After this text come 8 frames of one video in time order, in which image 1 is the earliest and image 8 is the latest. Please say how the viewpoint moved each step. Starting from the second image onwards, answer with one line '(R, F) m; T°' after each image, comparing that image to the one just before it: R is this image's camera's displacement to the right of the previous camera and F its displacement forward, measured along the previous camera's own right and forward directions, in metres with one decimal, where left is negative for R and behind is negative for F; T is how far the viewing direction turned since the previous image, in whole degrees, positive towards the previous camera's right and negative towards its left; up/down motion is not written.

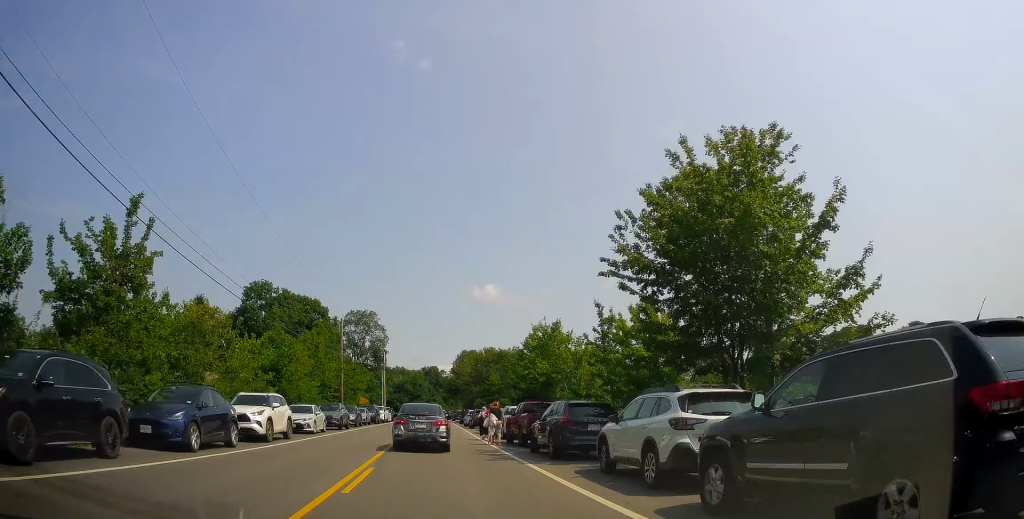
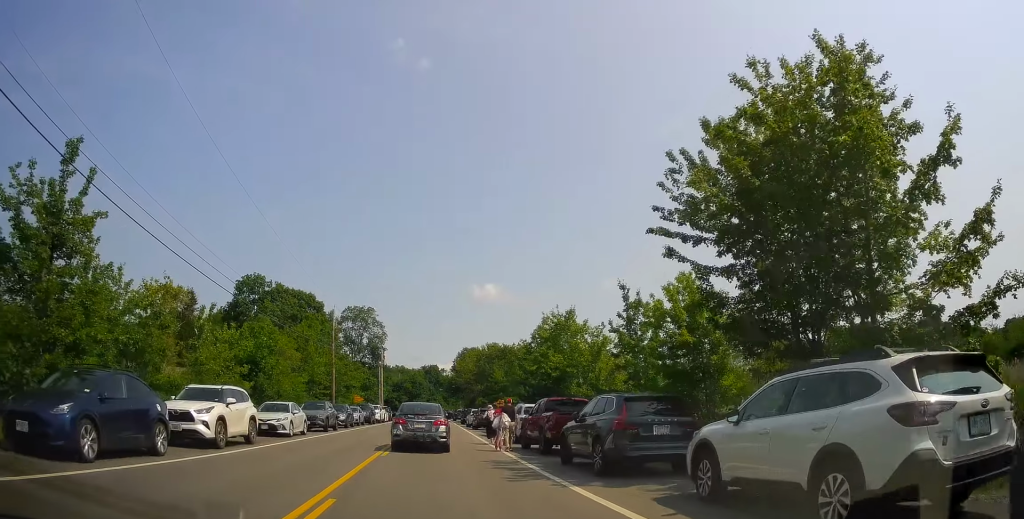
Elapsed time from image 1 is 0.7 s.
(+0.4, +4.7) m; +1°
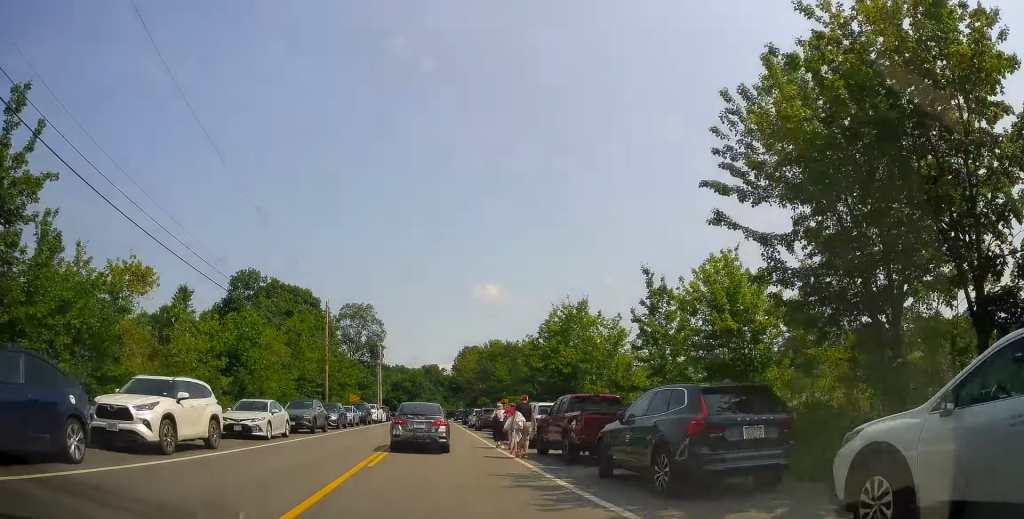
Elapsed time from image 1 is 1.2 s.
(+0.1, +3.4) m; -1°
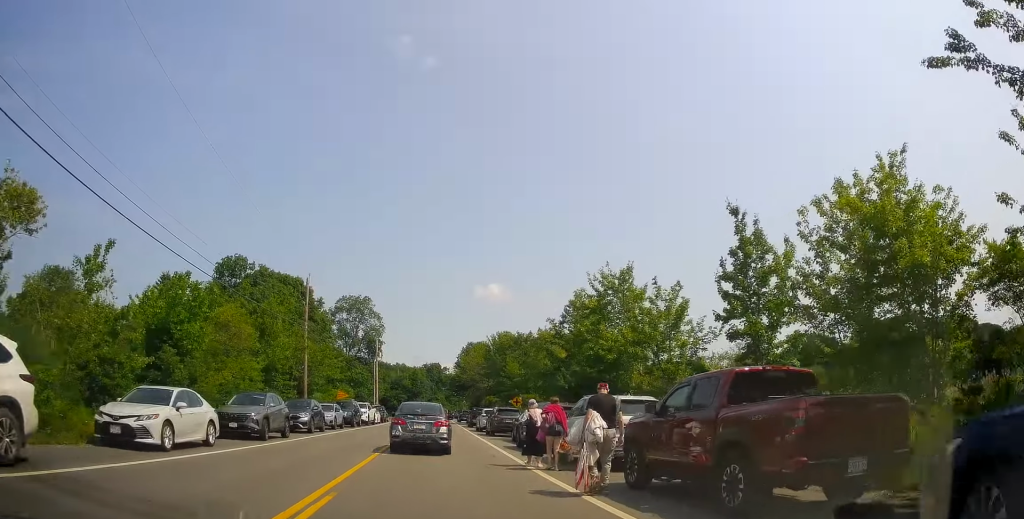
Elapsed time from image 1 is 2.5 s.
(-0.5, +8.7) m; -1°
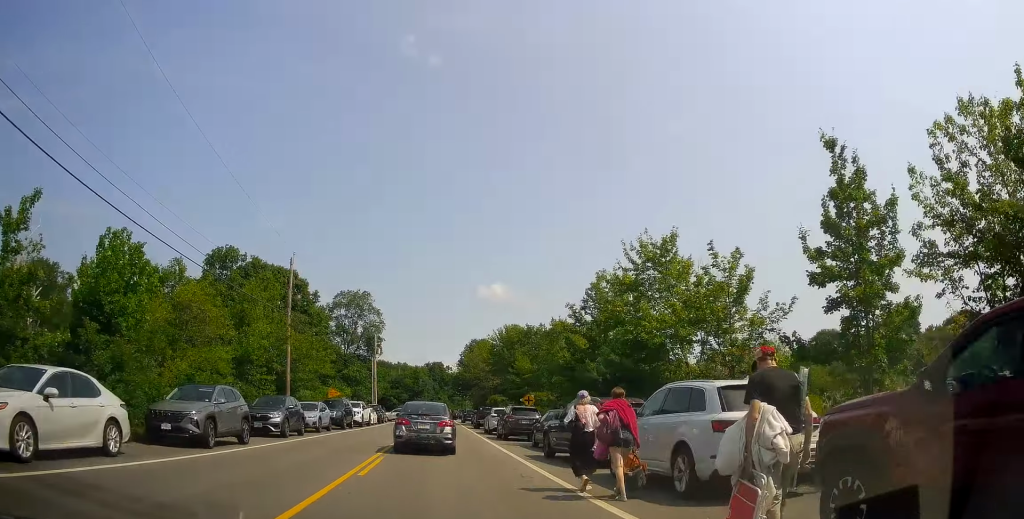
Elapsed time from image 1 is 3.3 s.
(+0.1, +5.5) m; +3°
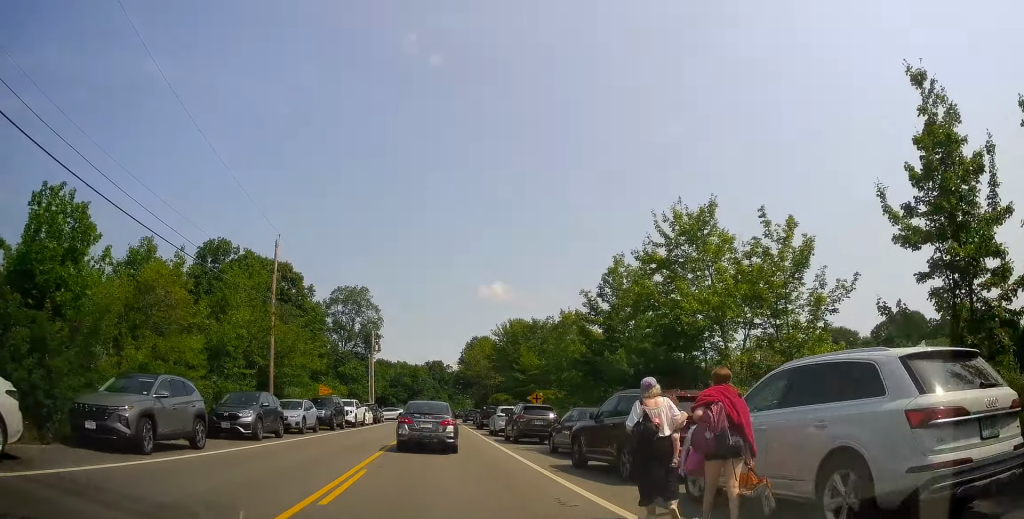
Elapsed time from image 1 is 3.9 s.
(+0.3, +3.6) m; +1°
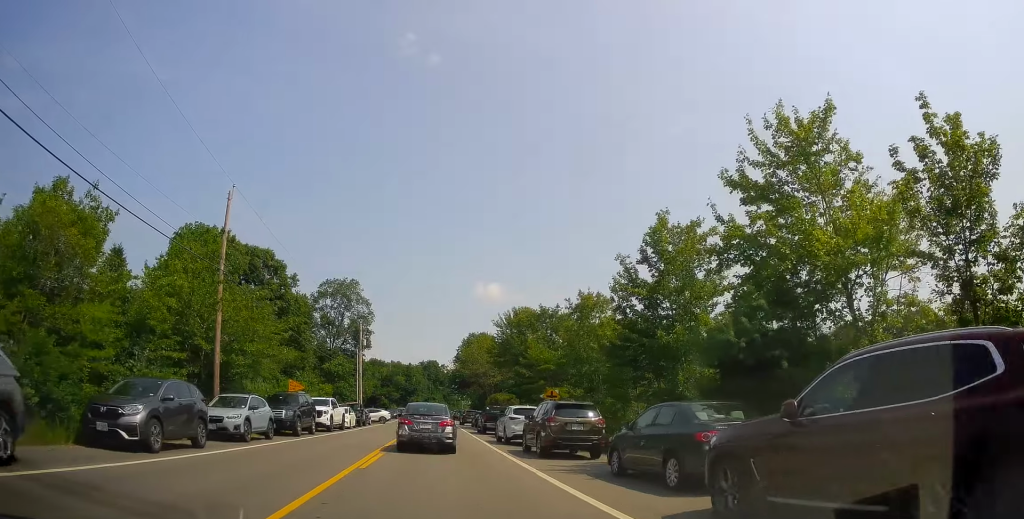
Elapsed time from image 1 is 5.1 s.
(-0.2, +7.5) m; +2°
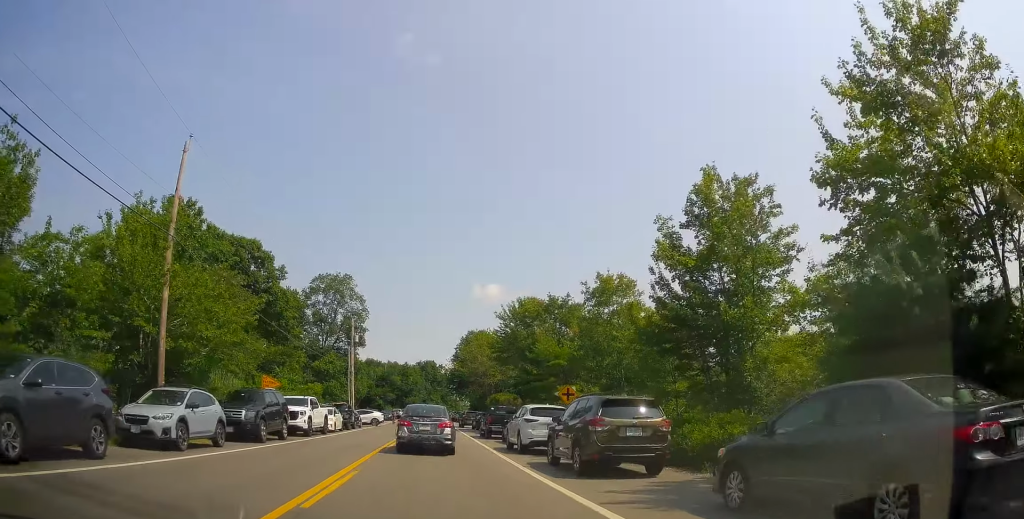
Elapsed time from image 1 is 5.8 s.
(+0.4, +5.1) m; -1°
